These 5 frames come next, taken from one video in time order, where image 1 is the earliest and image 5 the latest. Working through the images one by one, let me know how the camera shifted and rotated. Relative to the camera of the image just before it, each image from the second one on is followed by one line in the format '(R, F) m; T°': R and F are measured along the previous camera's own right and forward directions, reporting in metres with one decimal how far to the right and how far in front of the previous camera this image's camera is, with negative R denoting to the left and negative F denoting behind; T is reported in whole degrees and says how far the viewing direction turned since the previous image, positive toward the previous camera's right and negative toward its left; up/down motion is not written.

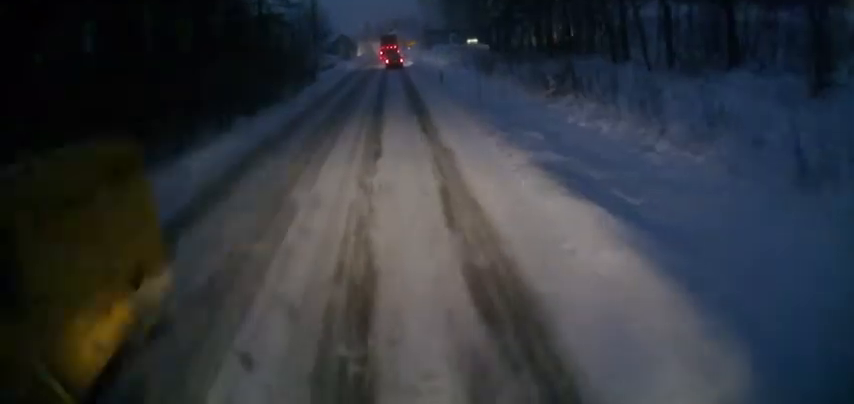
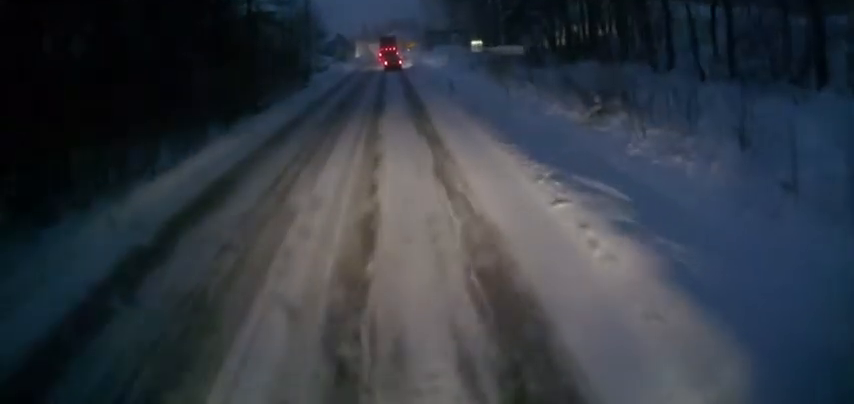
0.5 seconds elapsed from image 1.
(0.0, +4.7) m; 0°
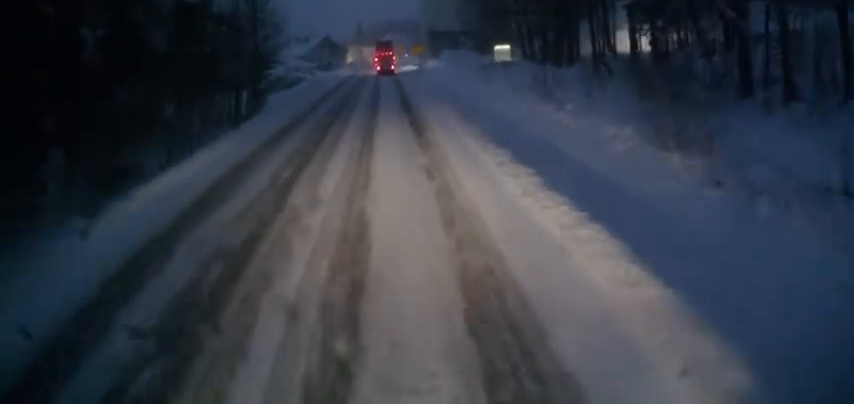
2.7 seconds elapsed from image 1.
(-0.7, +21.2) m; -1°
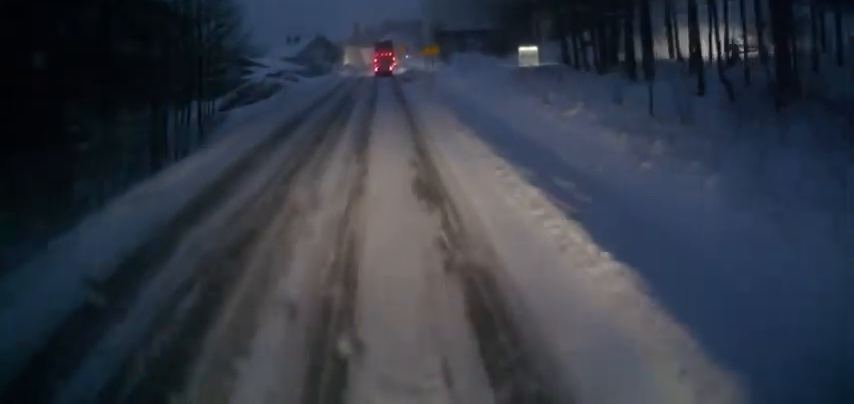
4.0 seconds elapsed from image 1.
(+0.4, +12.3) m; +2°
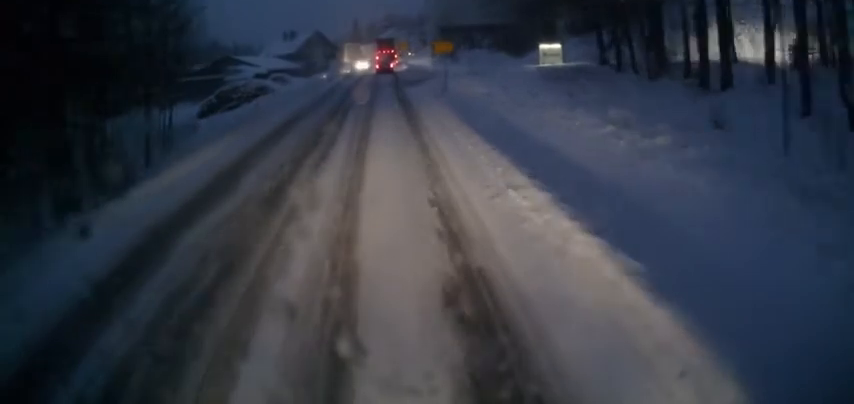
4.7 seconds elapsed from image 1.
(0.0, +6.6) m; 0°
